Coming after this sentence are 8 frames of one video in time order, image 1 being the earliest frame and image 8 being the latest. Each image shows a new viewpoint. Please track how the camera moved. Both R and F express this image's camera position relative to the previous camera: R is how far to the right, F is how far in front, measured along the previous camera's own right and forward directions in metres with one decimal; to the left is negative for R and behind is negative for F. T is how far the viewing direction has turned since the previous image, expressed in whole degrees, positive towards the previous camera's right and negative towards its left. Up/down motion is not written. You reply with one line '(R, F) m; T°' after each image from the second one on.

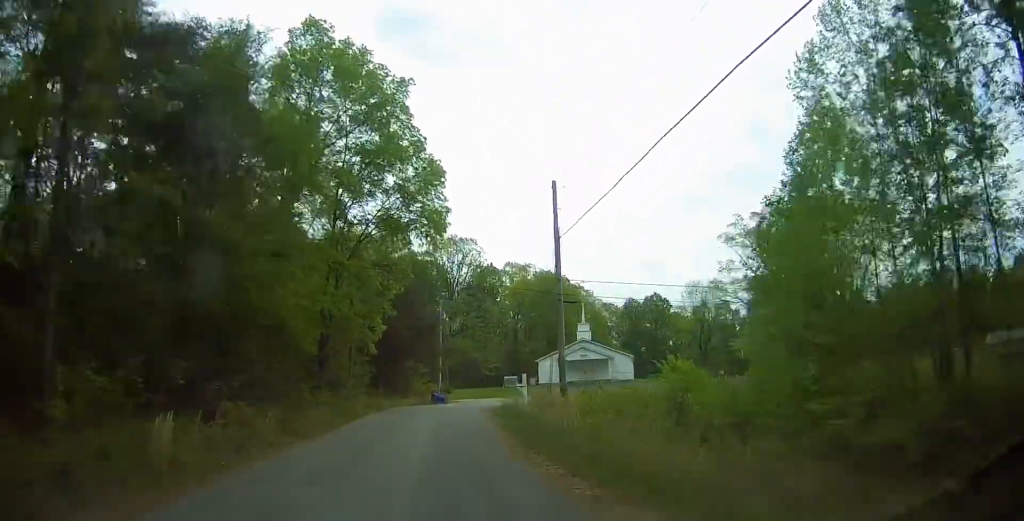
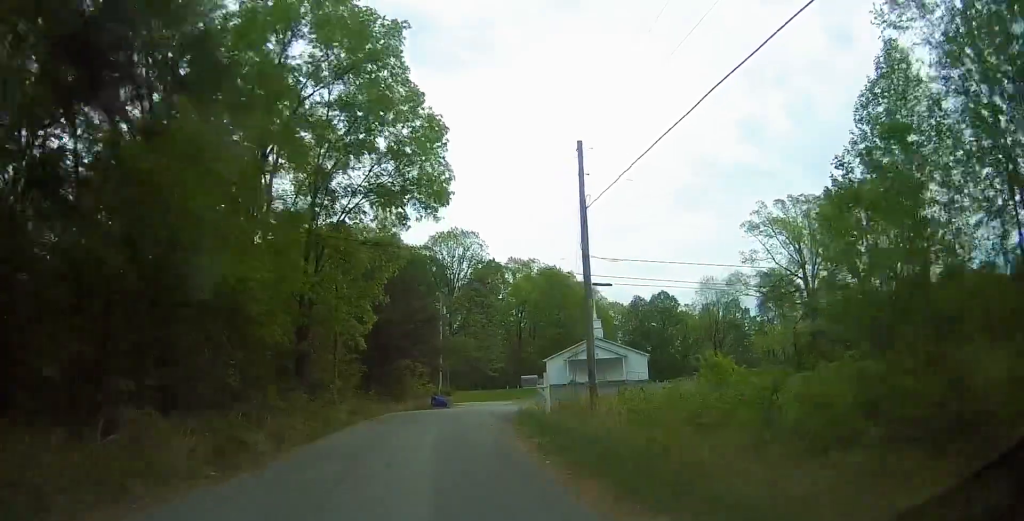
(-0.1, +6.0) m; -1°
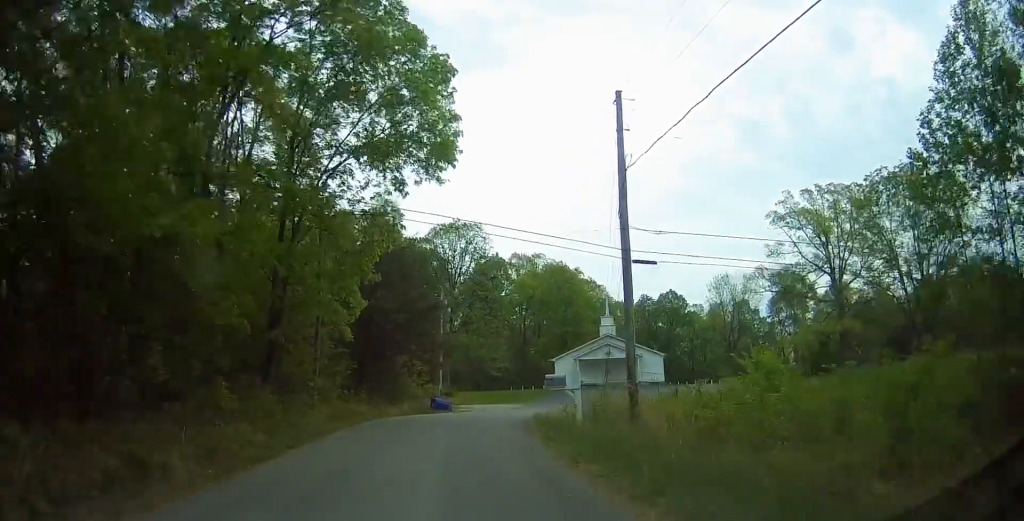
(0.0, +5.4) m; 0°
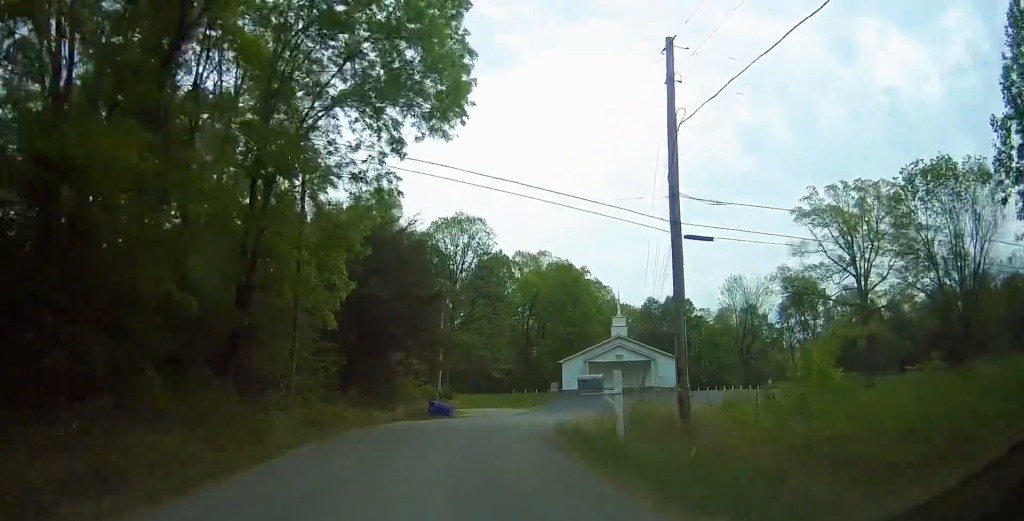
(-0.1, +4.5) m; +1°
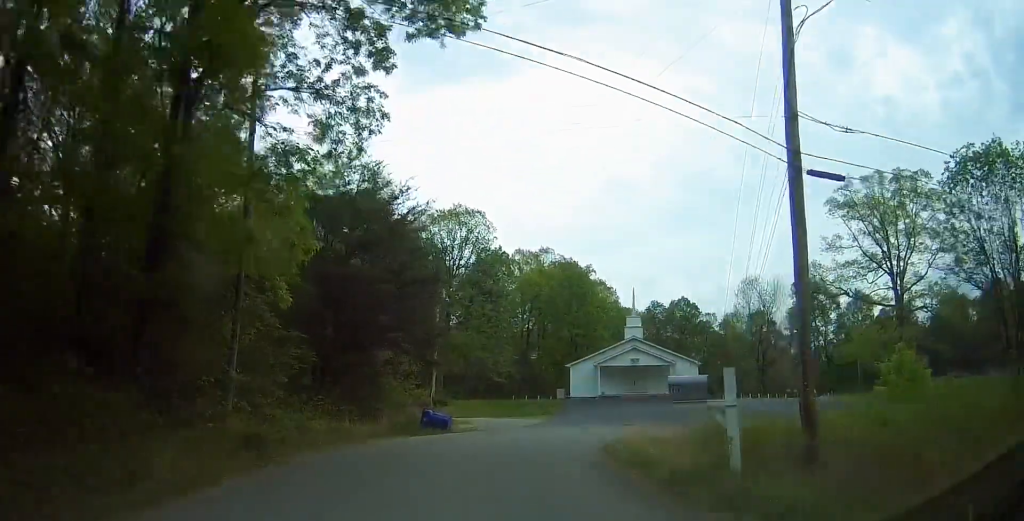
(0.0, +6.7) m; +1°
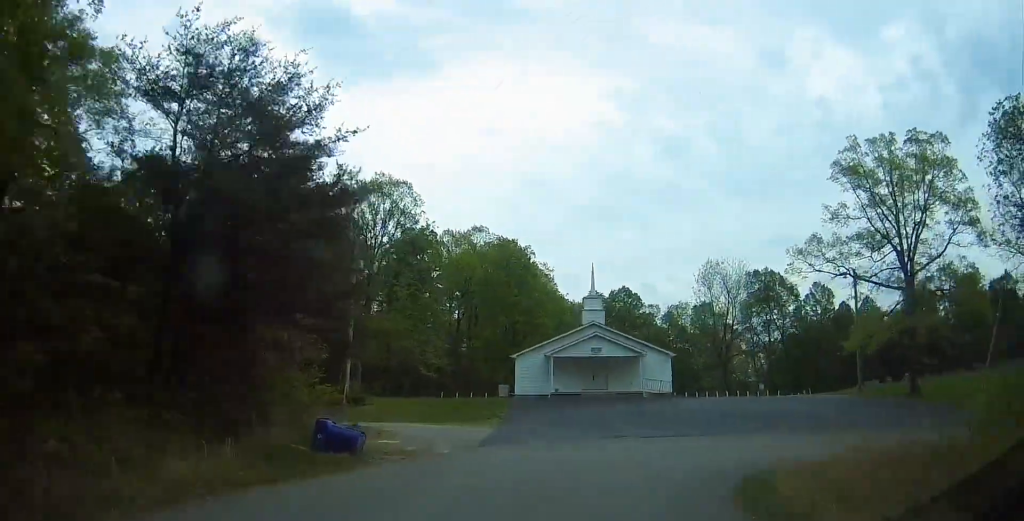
(+0.3, +11.4) m; +7°
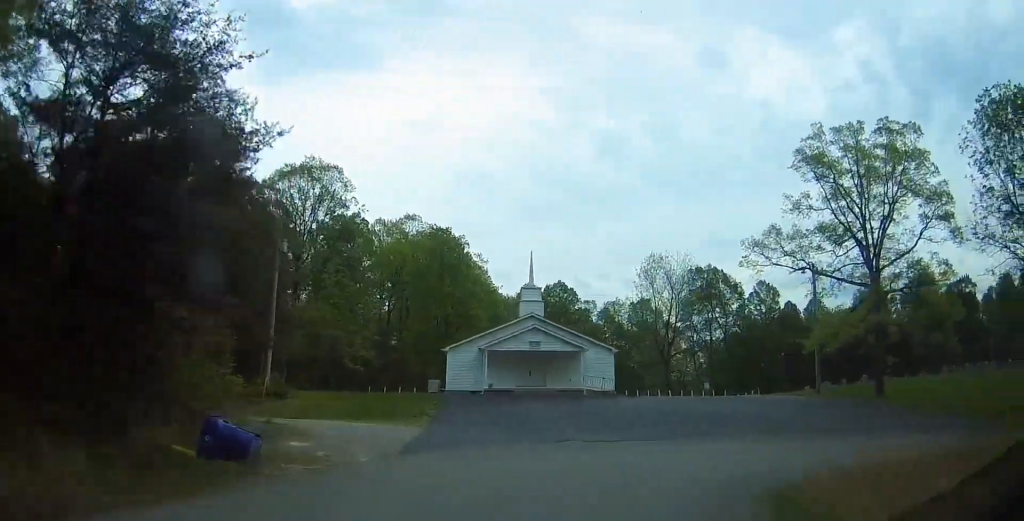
(-0.3, +3.6) m; +5°
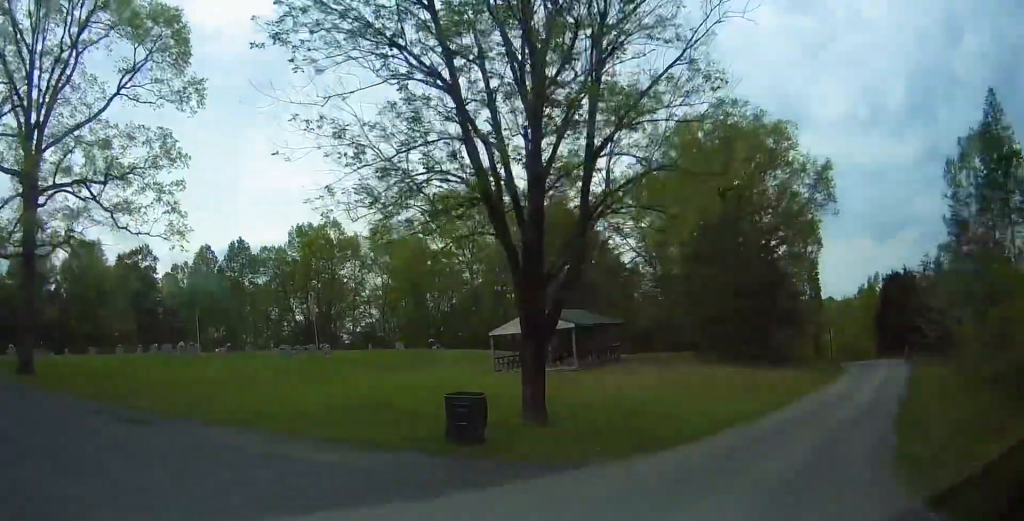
(+14.9, +15.7) m; +91°
